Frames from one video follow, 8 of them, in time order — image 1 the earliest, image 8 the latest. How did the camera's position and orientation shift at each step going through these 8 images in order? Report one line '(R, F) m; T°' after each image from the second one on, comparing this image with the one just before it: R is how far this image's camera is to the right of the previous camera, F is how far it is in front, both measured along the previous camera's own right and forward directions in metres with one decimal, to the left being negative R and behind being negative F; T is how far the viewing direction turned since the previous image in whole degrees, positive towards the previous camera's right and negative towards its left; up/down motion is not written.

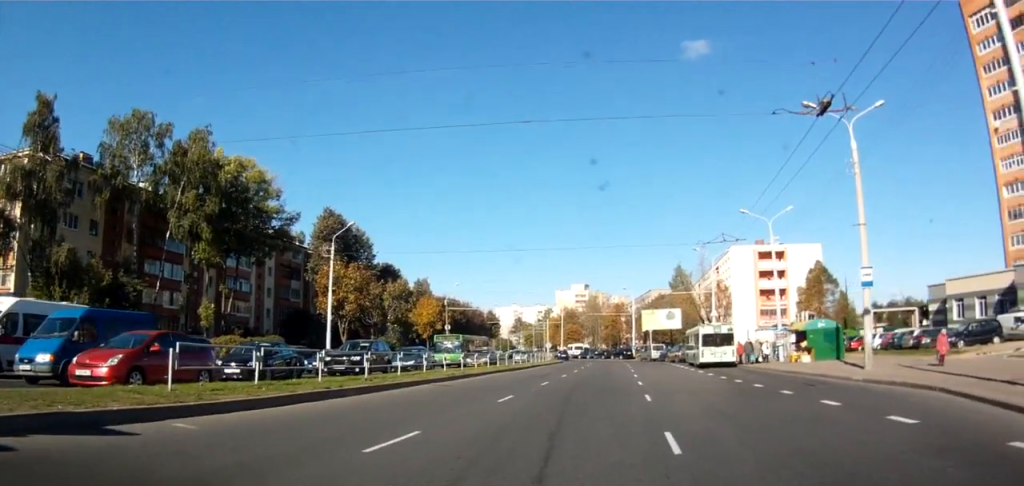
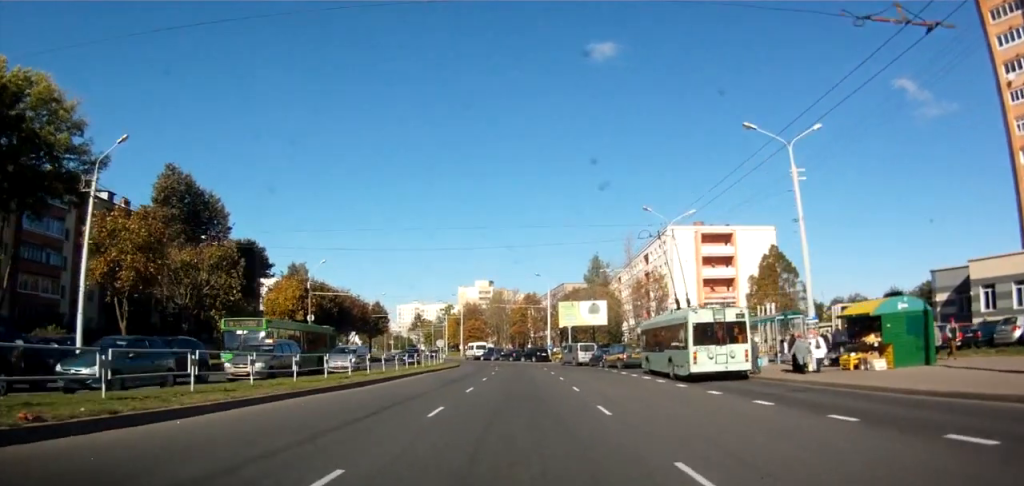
(+1.4, +16.2) m; +7°
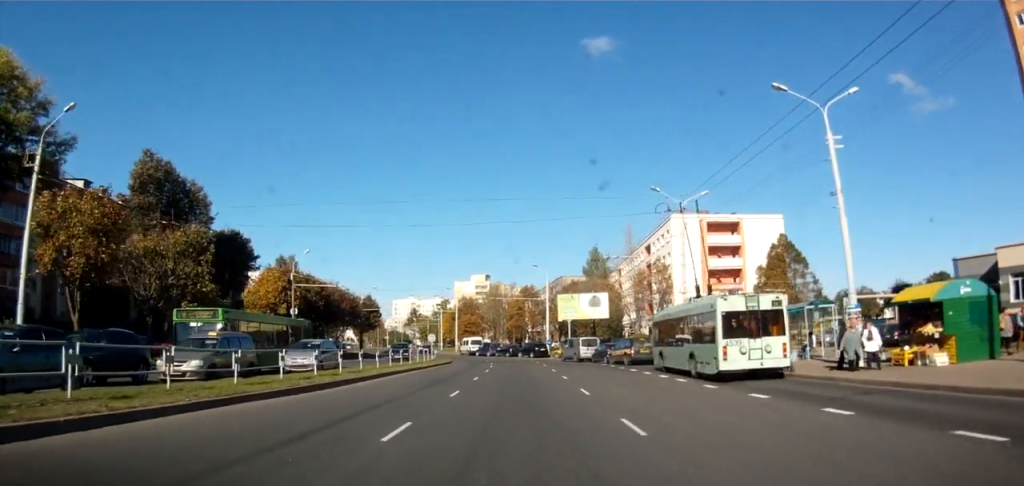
(0.0, +3.2) m; +2°
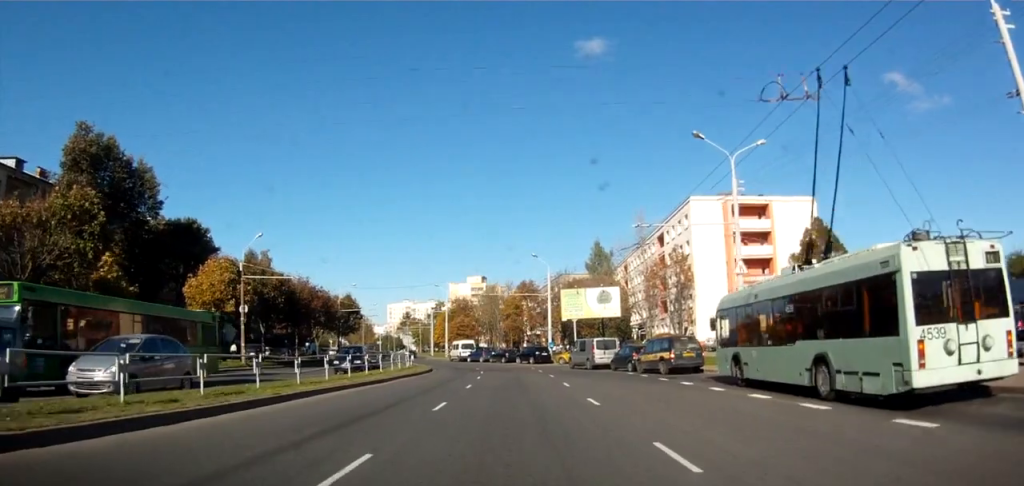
(+0.3, +9.3) m; 0°
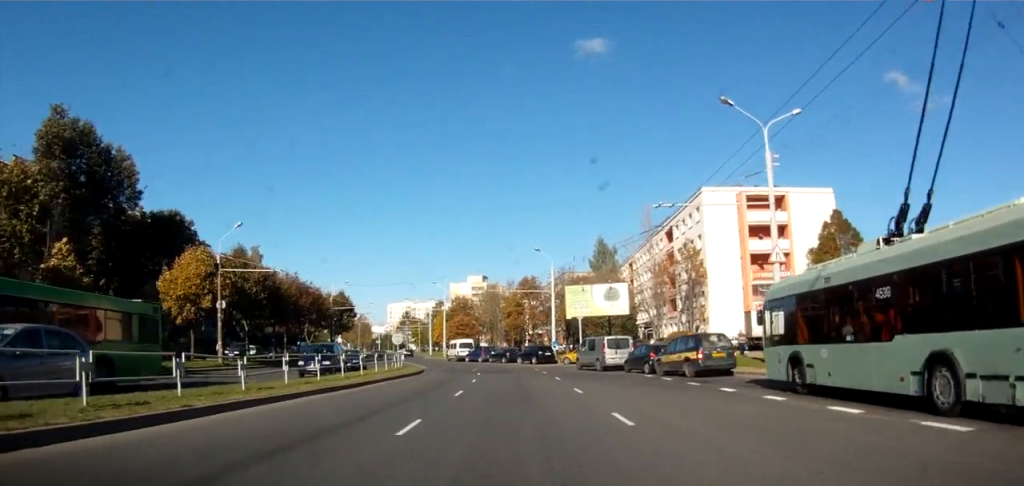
(-0.1, +3.8) m; -2°
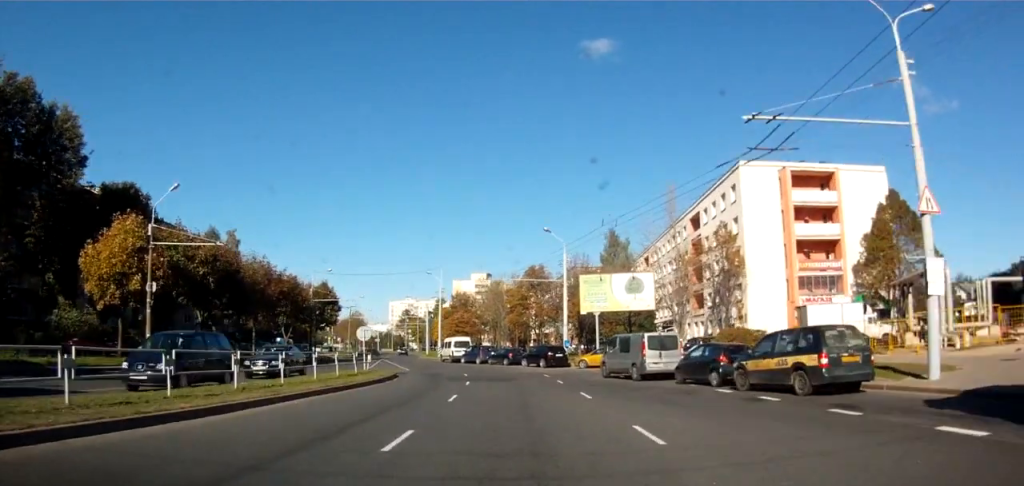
(-0.4, +8.5) m; -4°
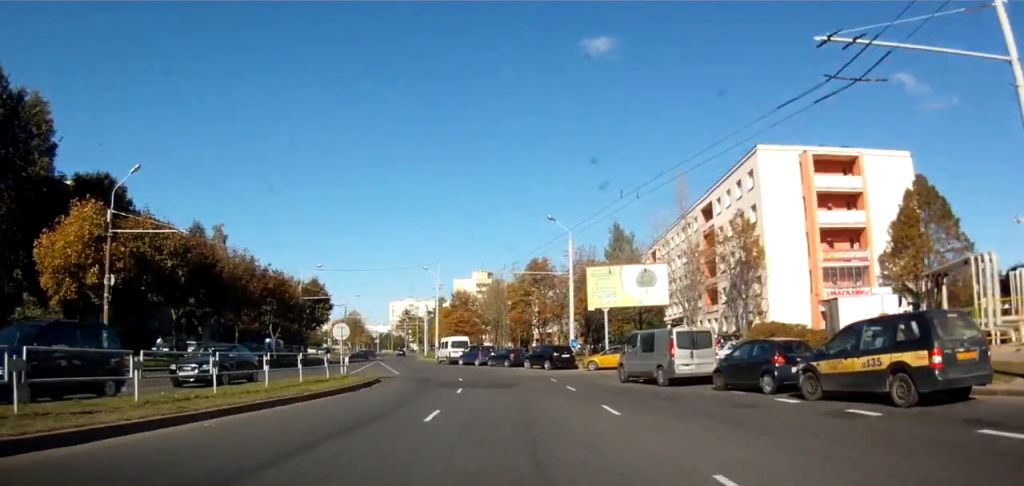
(-0.1, +3.7) m; -1°
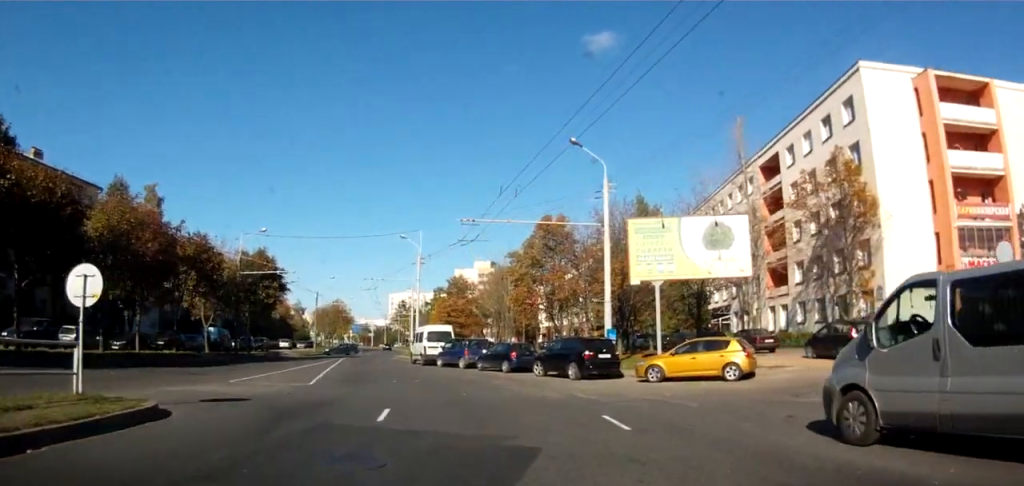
(+0.3, +15.2) m; +5°
